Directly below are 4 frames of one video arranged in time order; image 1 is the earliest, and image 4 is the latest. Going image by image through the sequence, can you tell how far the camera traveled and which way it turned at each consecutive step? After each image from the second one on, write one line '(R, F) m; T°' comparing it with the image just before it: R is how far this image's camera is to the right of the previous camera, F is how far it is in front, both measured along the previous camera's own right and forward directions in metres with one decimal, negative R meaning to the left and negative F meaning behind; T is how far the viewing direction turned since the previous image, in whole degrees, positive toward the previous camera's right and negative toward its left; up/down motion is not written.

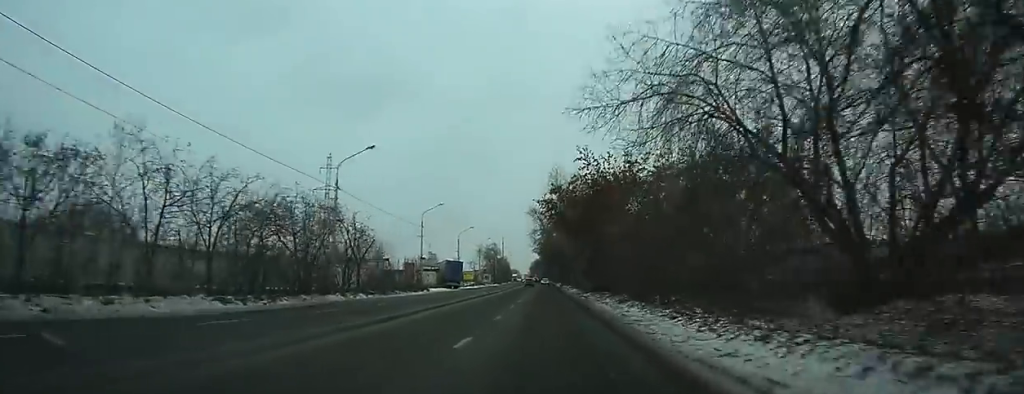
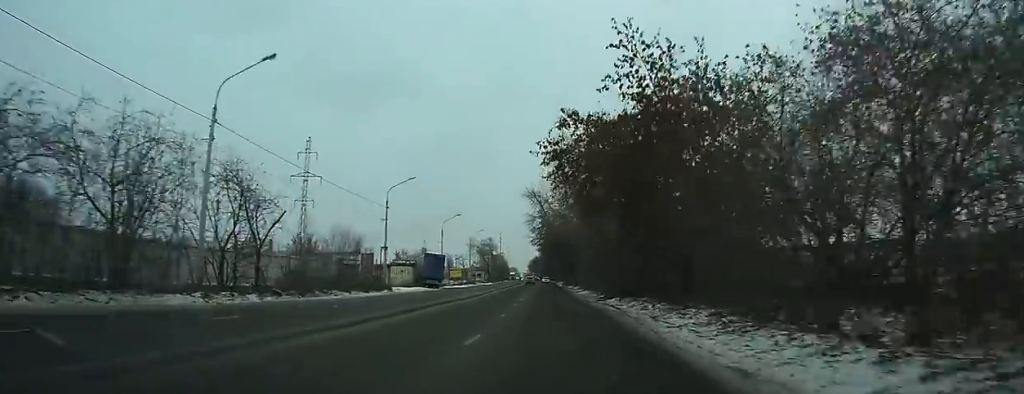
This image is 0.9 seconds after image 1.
(+0.1, +16.5) m; 0°
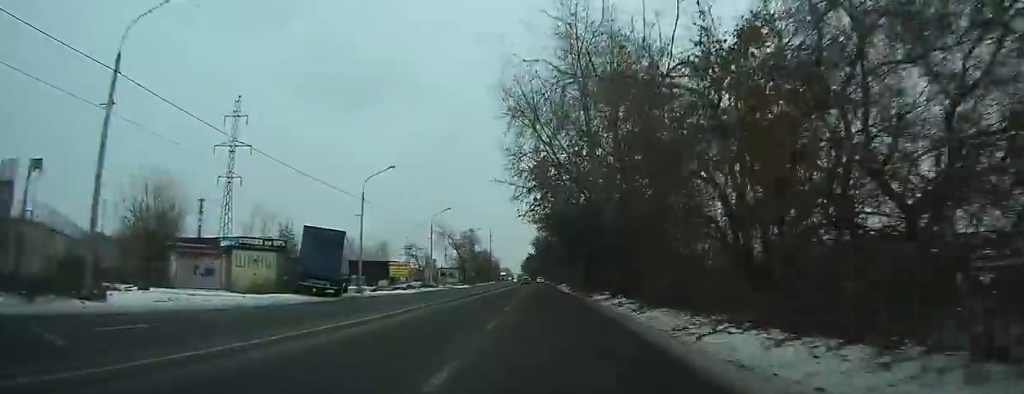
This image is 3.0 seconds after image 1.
(-0.6, +36.9) m; 0°
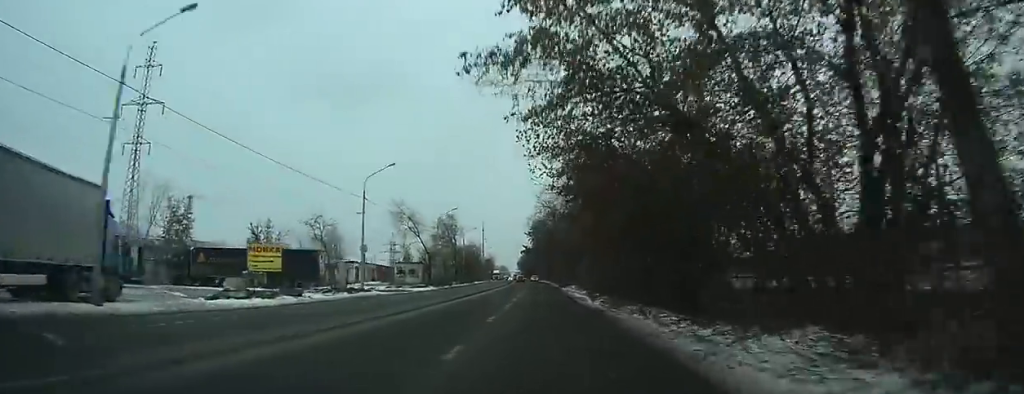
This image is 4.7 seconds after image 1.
(+0.5, +29.9) m; +1°
